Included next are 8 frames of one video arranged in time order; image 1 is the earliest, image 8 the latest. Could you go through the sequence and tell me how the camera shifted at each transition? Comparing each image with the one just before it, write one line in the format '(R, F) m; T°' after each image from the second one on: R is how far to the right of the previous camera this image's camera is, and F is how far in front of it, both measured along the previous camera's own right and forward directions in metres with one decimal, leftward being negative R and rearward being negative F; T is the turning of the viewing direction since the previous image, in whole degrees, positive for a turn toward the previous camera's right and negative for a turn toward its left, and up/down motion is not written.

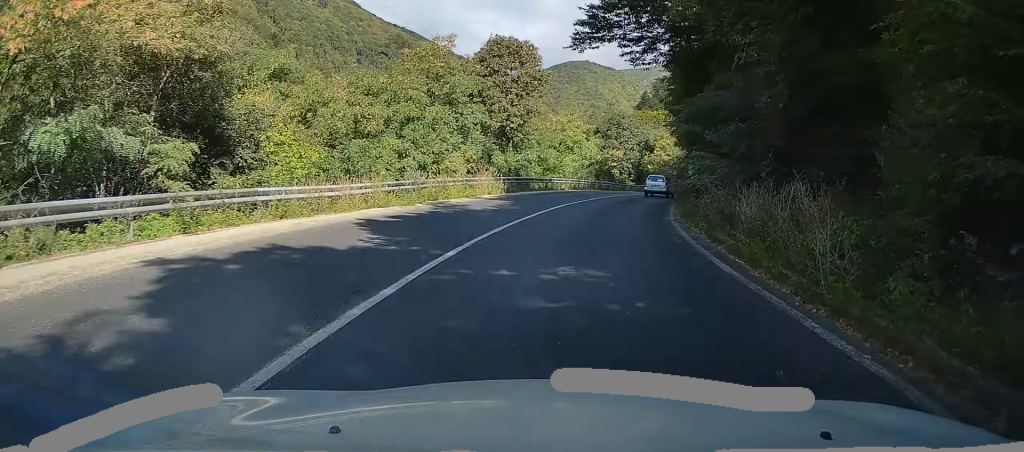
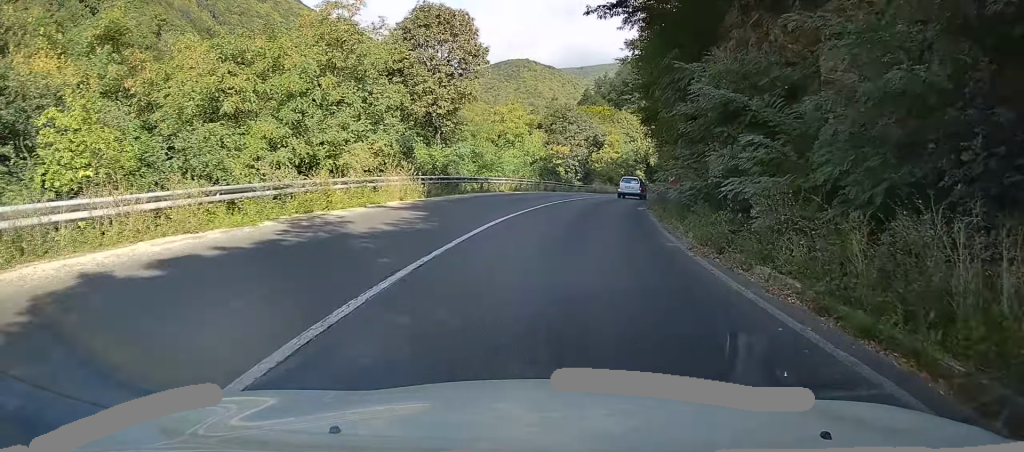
(+0.4, +7.9) m; +5°
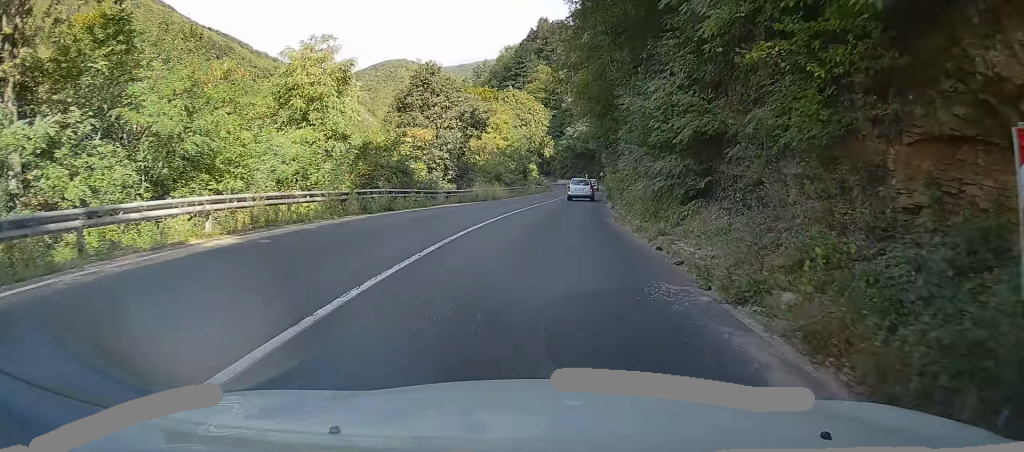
(+3.4, +25.0) m; +12°
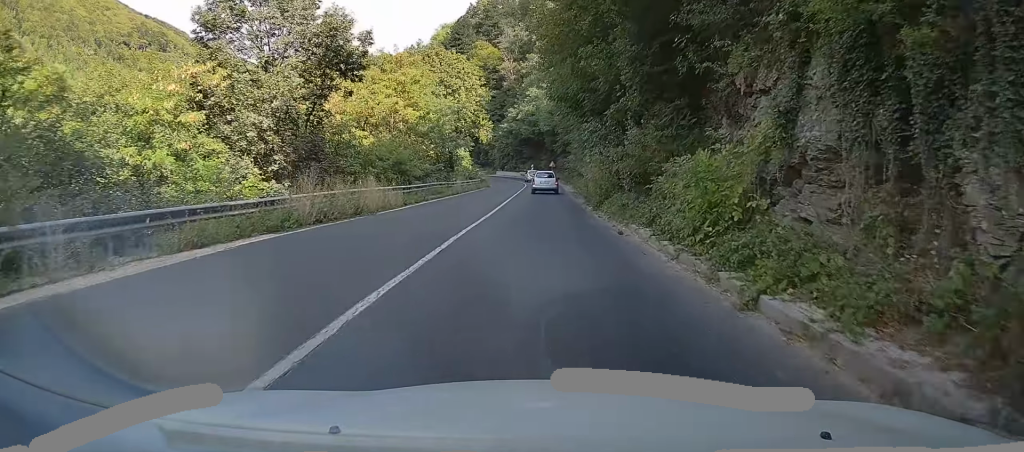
(+0.6, +23.1) m; +3°
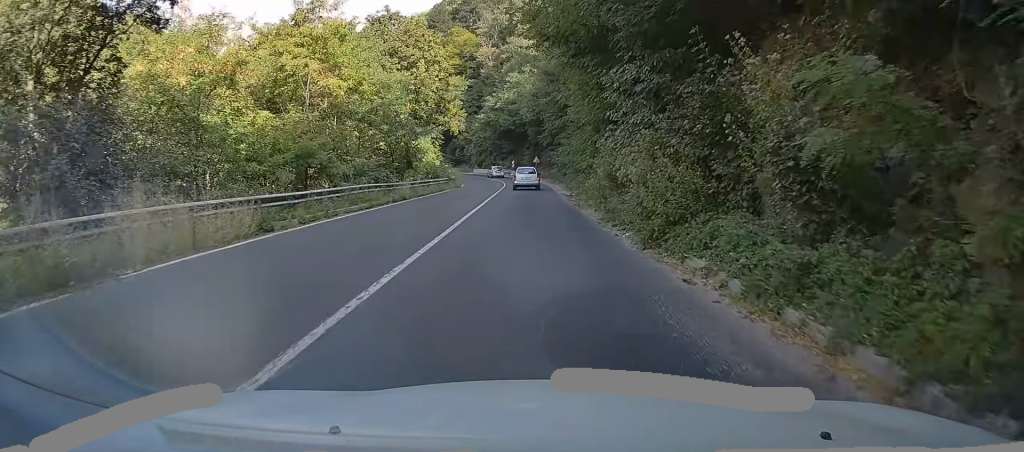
(+0.2, +12.9) m; +2°
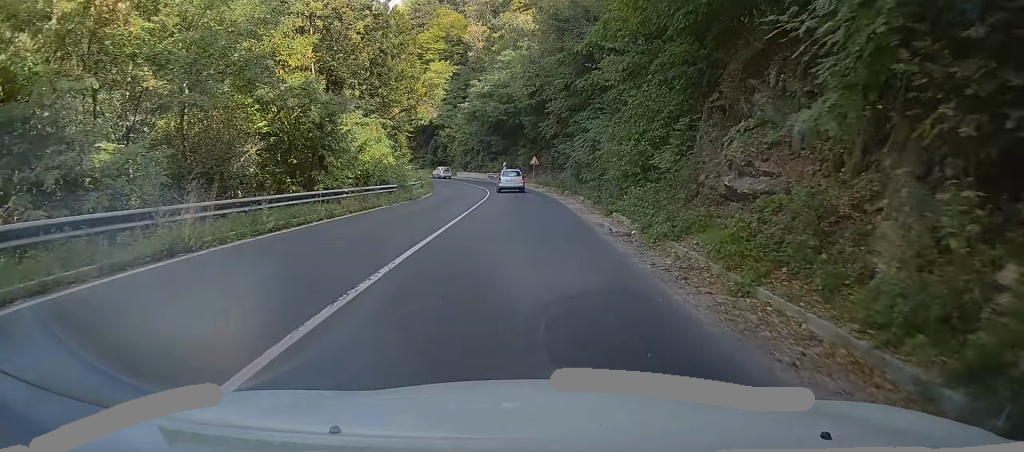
(+0.3, +19.1) m; 0°
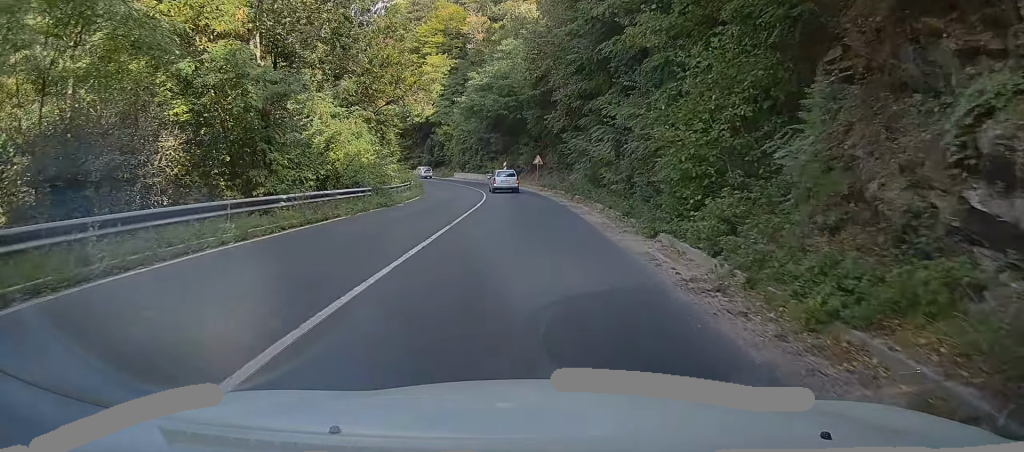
(+0.1, +6.2) m; 0°
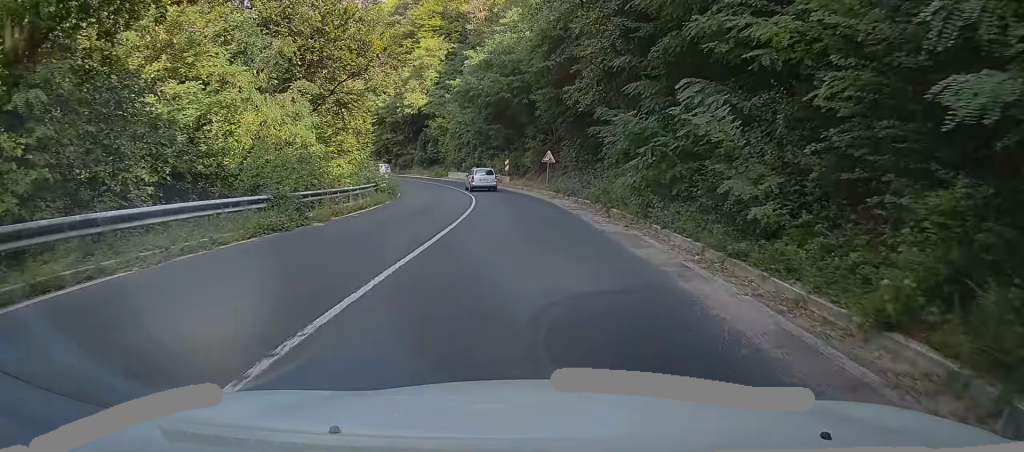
(-0.2, +11.8) m; -1°
